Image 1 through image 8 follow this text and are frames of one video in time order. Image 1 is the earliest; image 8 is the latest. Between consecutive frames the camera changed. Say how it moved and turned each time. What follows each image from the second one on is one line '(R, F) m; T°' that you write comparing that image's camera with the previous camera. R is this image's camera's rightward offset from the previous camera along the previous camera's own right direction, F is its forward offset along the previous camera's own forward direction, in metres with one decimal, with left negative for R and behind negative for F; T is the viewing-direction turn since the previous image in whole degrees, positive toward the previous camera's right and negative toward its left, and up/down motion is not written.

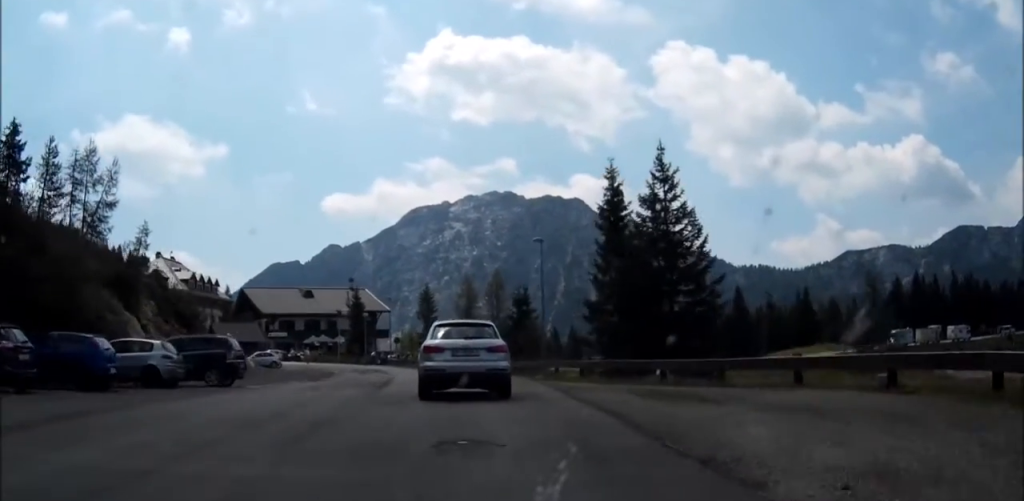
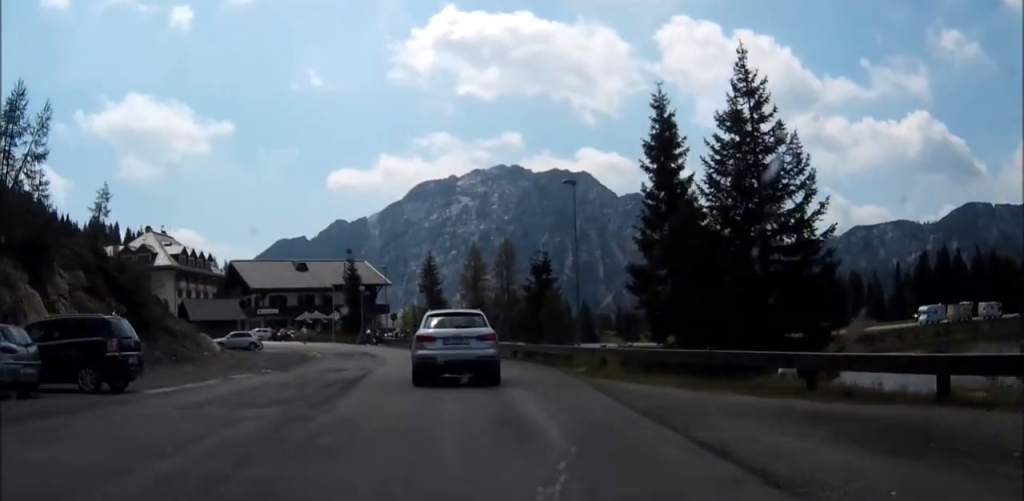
(-0.1, +8.6) m; -1°
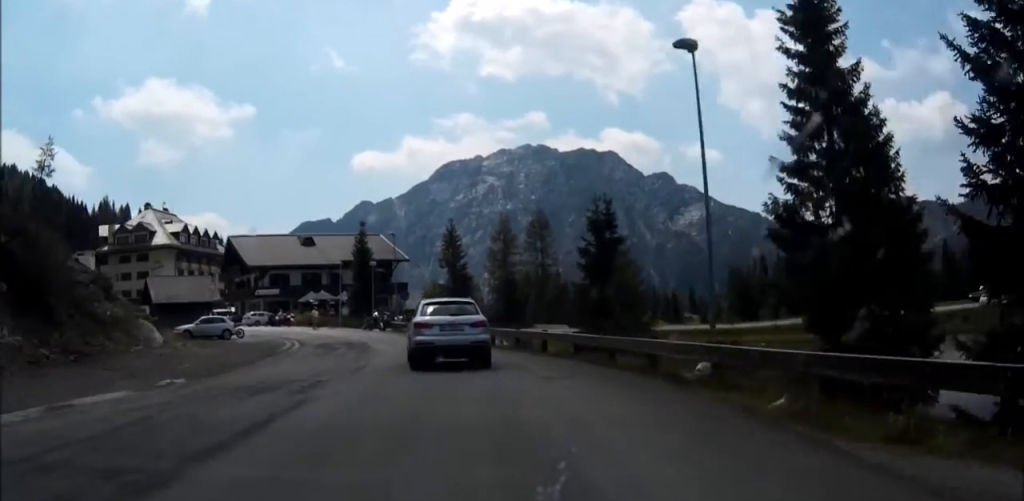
(-0.1, +11.4) m; -2°
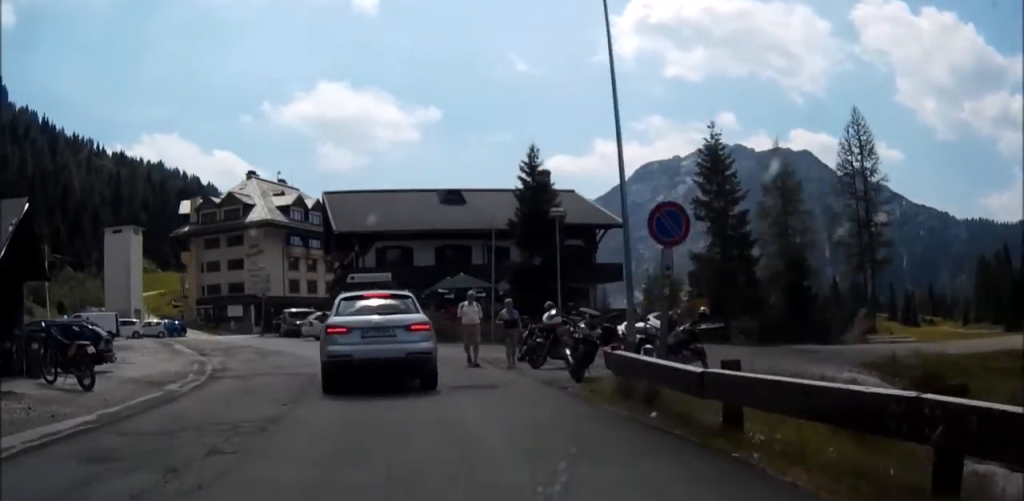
(-4.5, +32.5) m; -19°
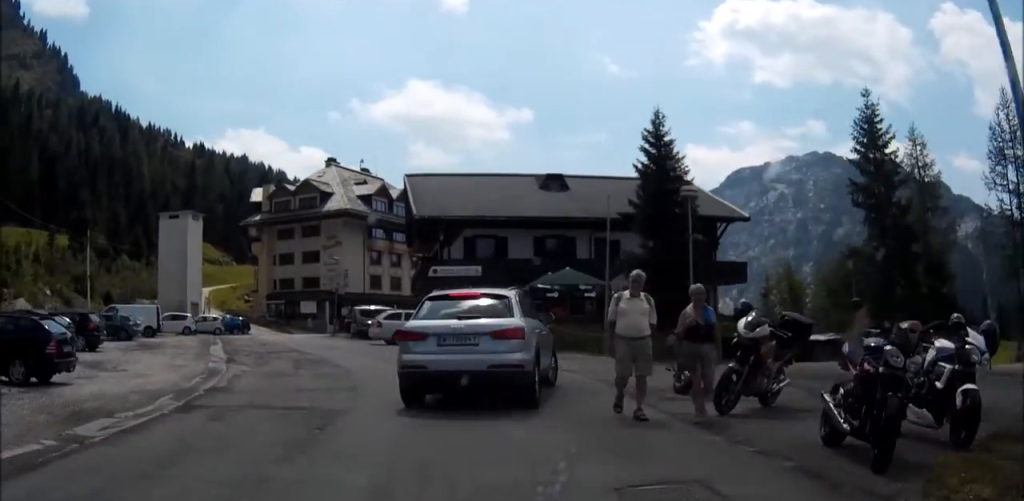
(-0.5, +8.0) m; -6°
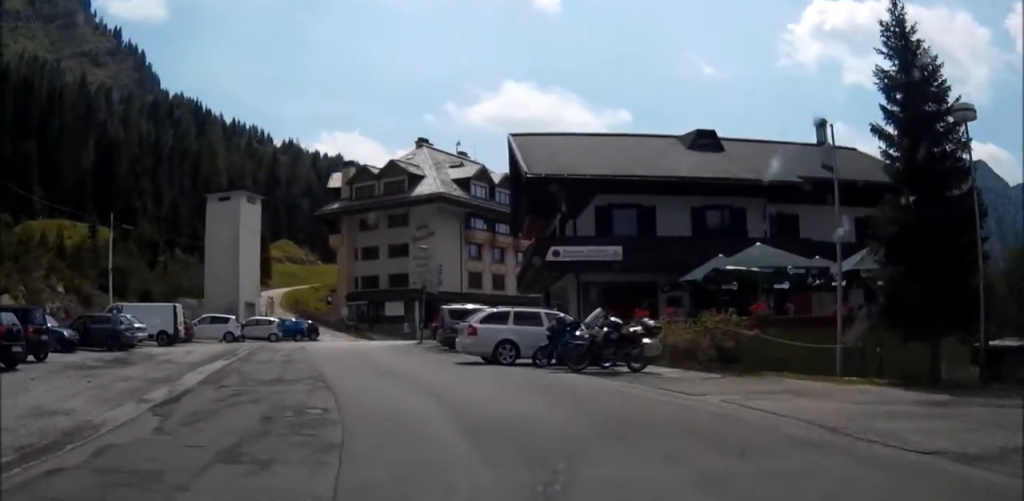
(-1.2, +14.3) m; -9°
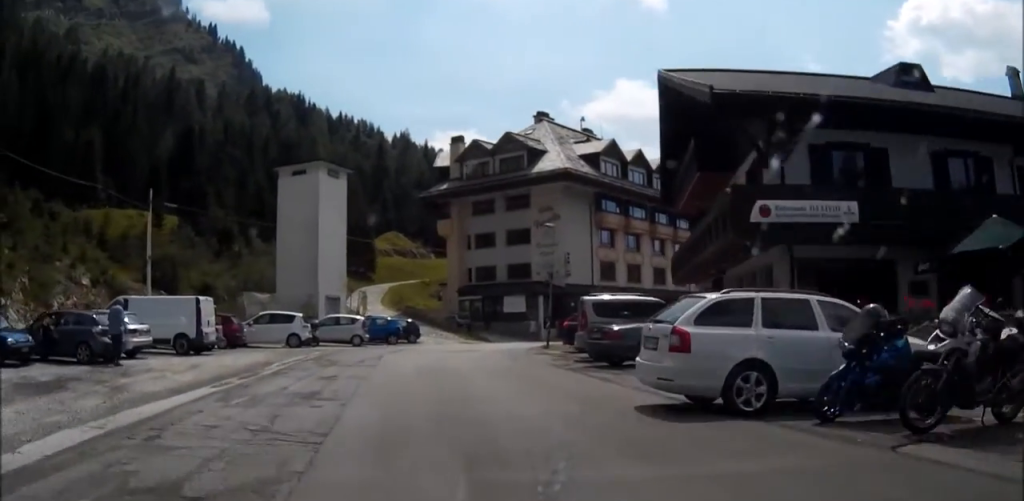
(-0.4, +9.9) m; -4°
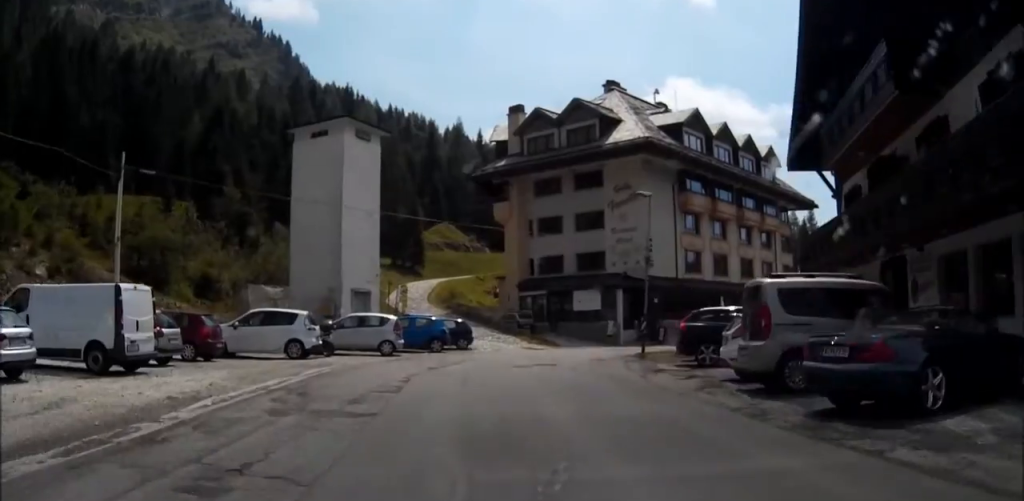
(-0.5, +9.4) m; -1°
